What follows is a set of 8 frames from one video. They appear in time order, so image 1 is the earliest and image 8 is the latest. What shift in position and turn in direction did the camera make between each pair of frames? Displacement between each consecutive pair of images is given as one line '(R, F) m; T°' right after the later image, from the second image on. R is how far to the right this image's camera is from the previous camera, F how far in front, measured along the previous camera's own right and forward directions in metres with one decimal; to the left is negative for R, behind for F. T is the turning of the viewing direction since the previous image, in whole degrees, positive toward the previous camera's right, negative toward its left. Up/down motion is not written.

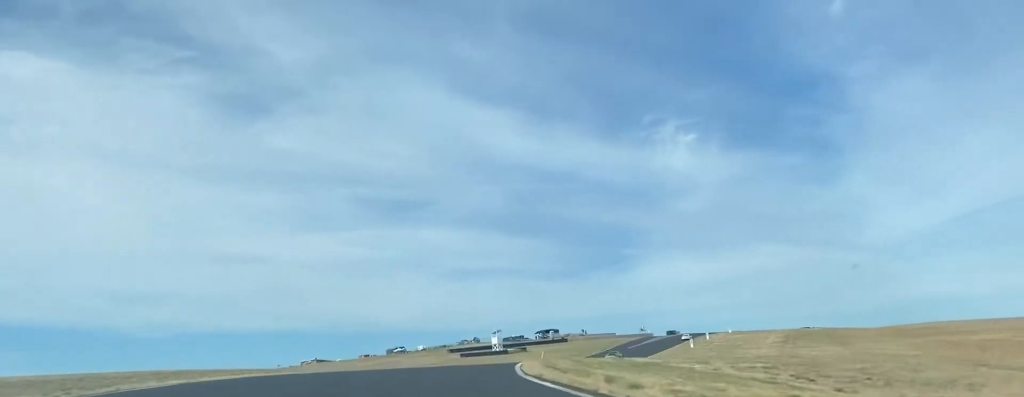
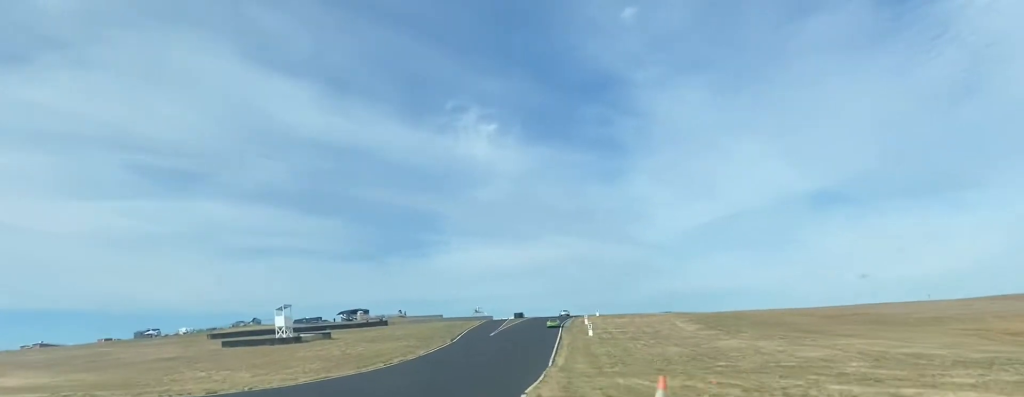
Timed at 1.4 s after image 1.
(+4.0, +54.8) m; +11°
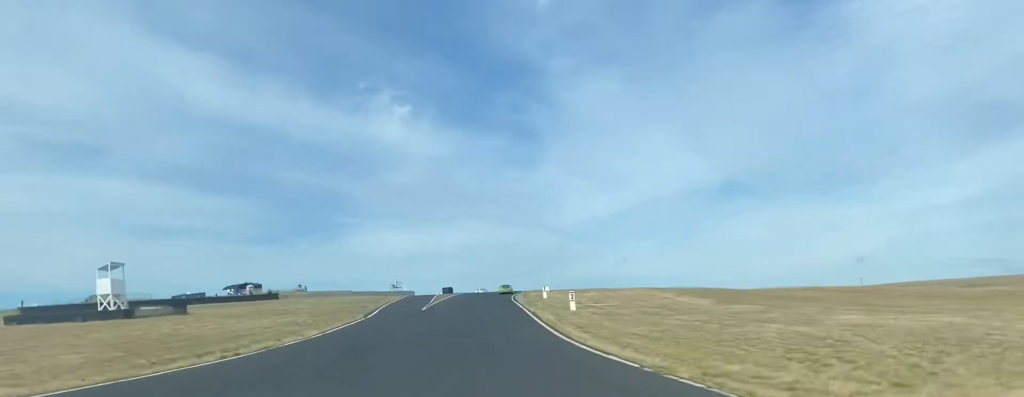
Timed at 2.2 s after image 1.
(+1.6, +31.7) m; +9°
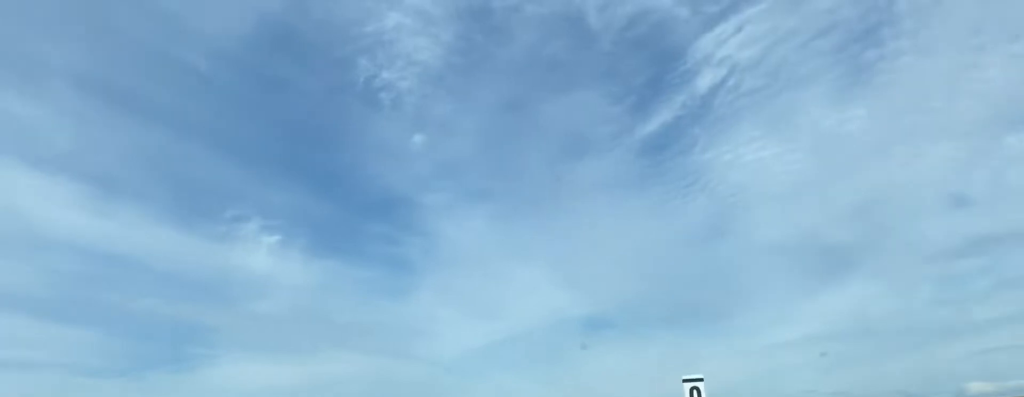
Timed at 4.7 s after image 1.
(+17.9, +107.1) m; +7°
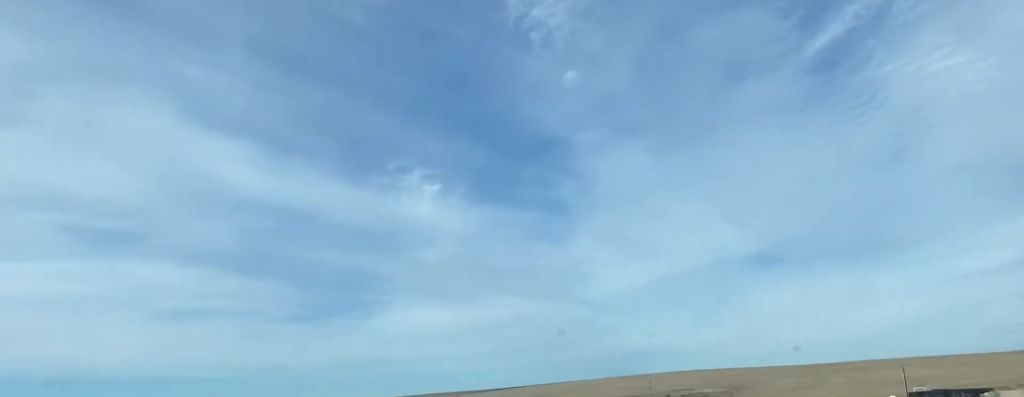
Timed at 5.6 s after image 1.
(-2.0, +35.6) m; -11°
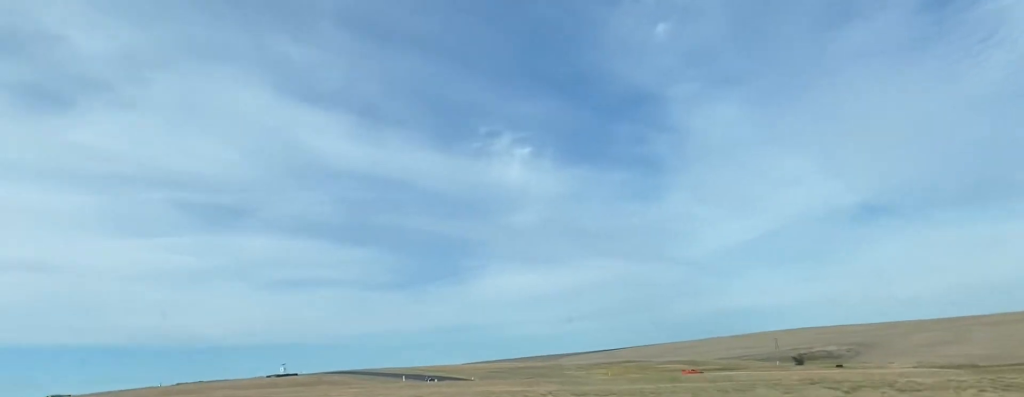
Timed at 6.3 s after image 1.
(-0.2, +22.8) m; -10°
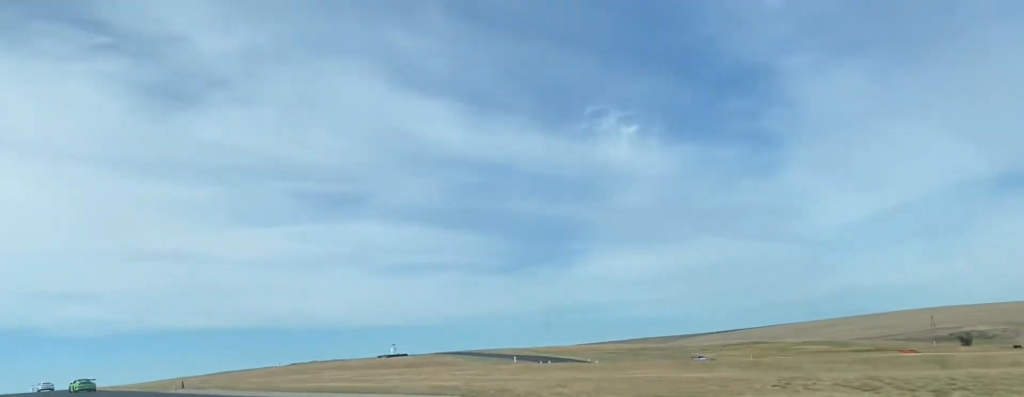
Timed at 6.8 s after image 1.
(-3.0, +16.4) m; -10°
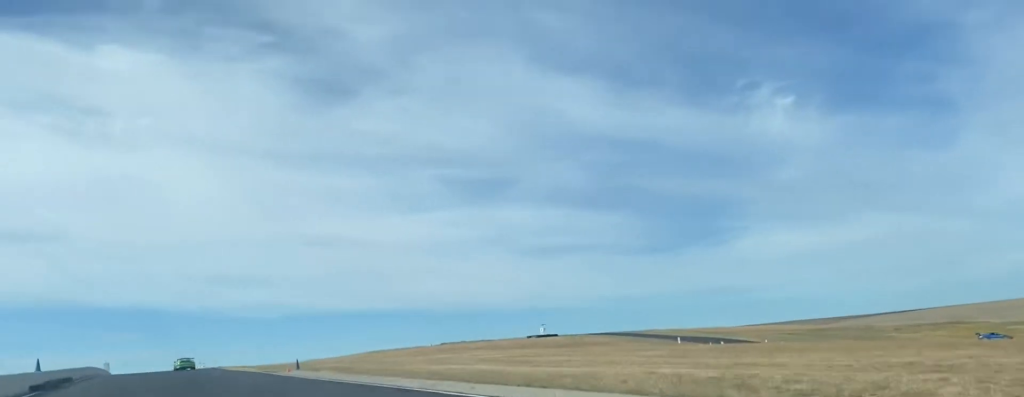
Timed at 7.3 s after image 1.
(-0.5, +18.3) m; -10°
